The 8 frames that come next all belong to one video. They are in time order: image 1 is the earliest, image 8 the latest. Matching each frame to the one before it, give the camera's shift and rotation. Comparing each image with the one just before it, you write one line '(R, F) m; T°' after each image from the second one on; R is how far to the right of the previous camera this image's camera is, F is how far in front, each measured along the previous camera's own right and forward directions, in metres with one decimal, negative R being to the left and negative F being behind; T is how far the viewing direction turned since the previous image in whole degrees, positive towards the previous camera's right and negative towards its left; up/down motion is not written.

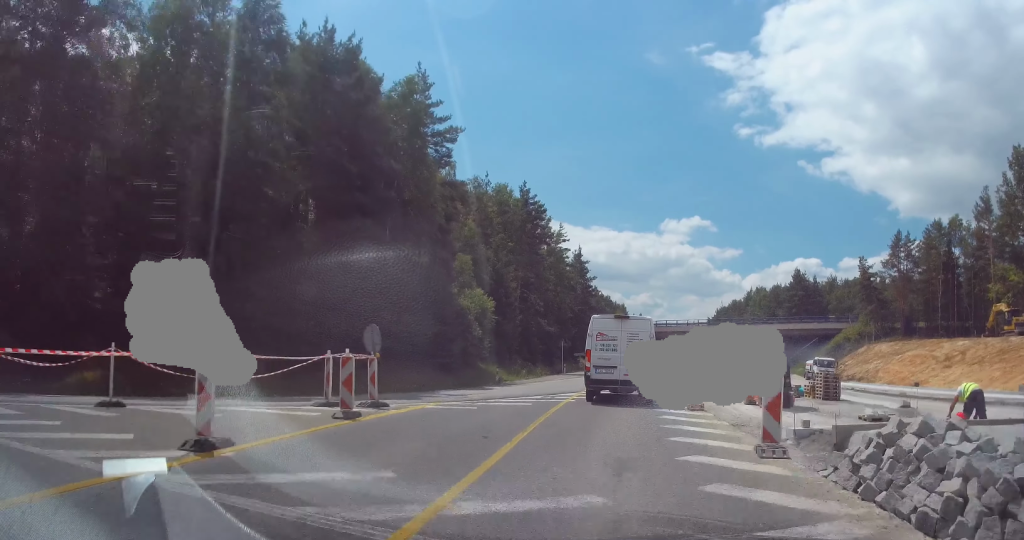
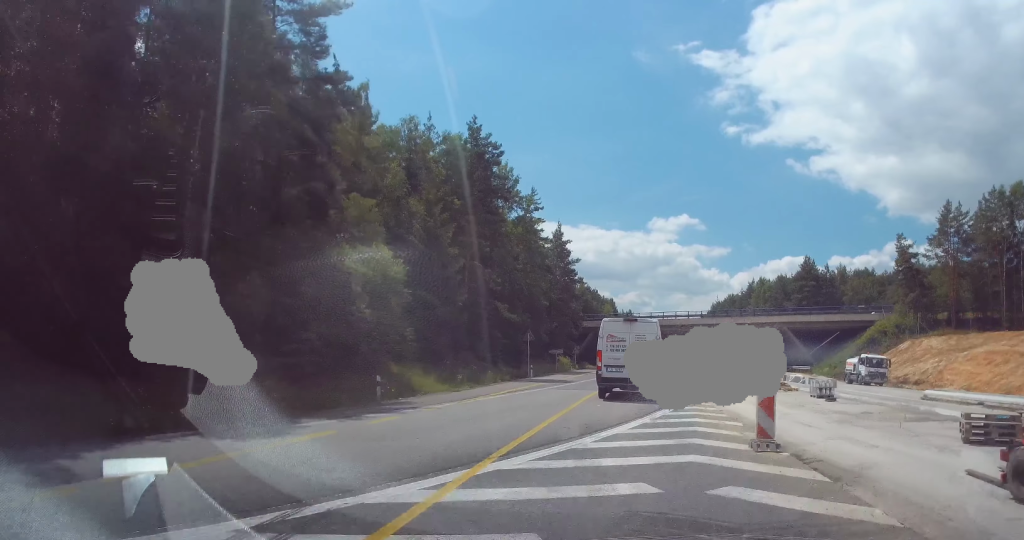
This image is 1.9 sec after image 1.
(+0.3, +17.6) m; +2°
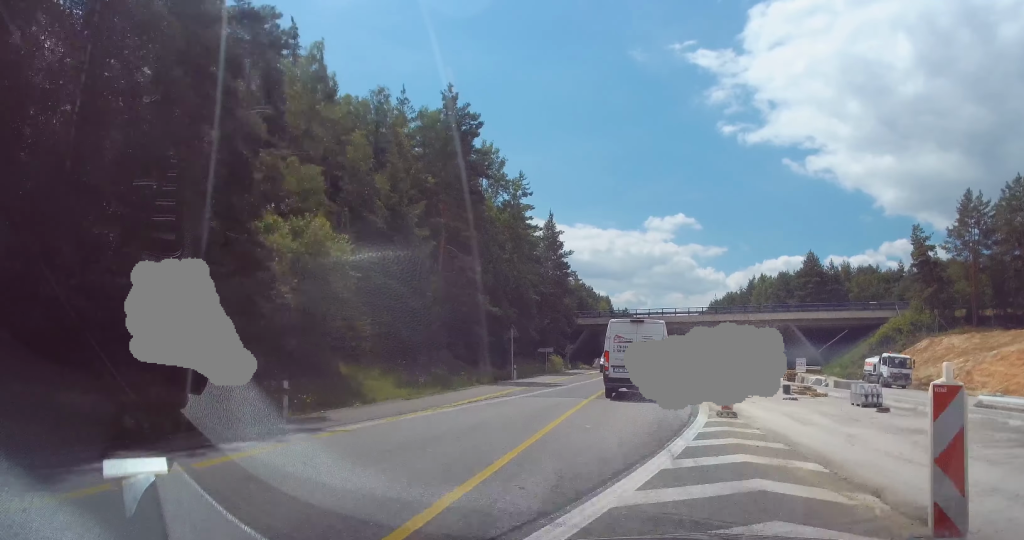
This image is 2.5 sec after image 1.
(-0.2, +5.7) m; +1°
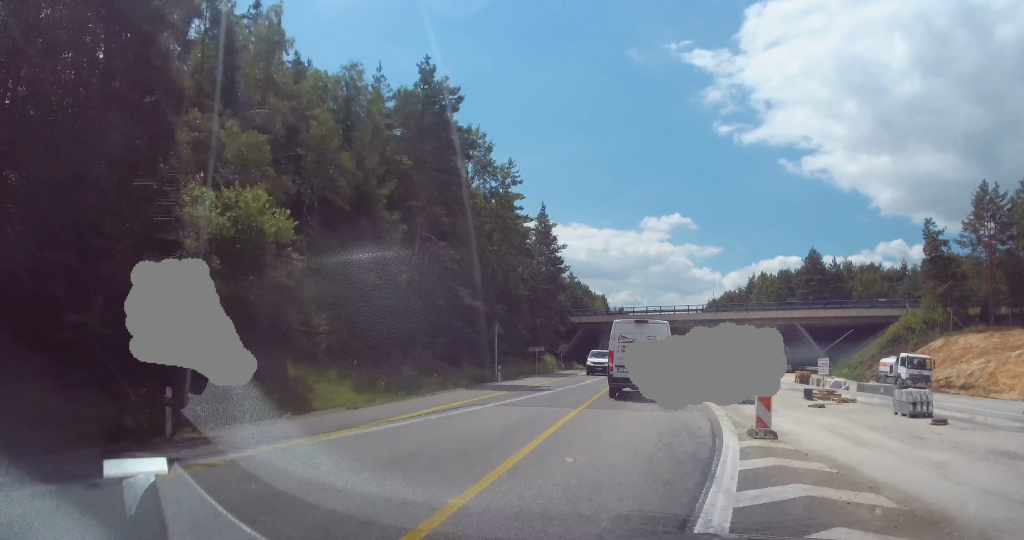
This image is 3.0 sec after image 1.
(+0.3, +4.2) m; +1°
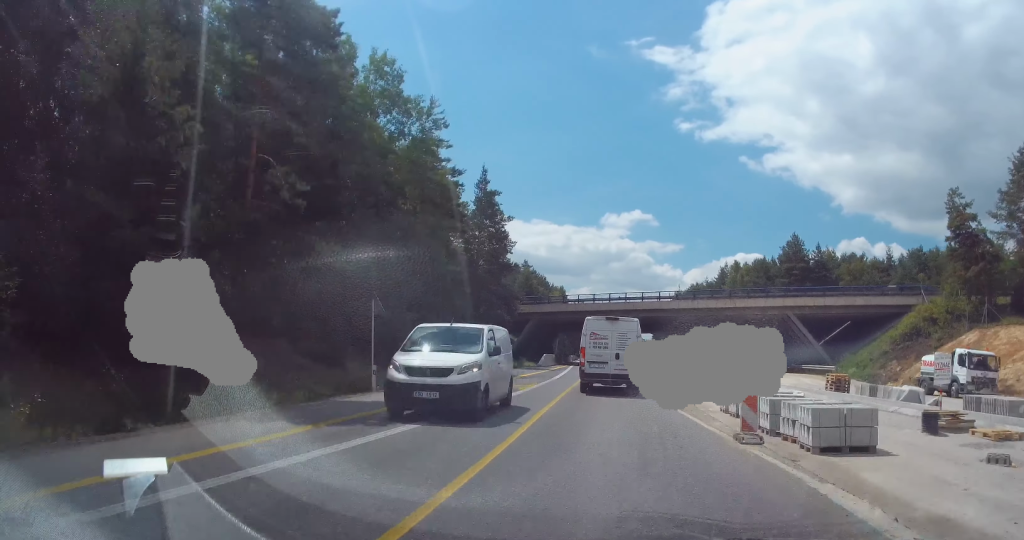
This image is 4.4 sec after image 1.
(+0.2, +13.4) m; -1°
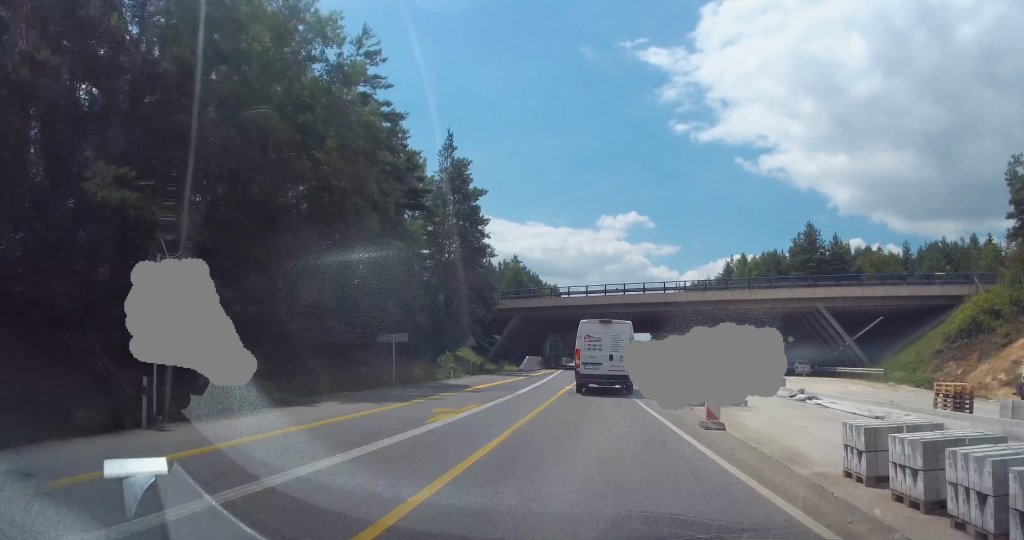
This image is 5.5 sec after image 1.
(-0.1, +11.1) m; +2°
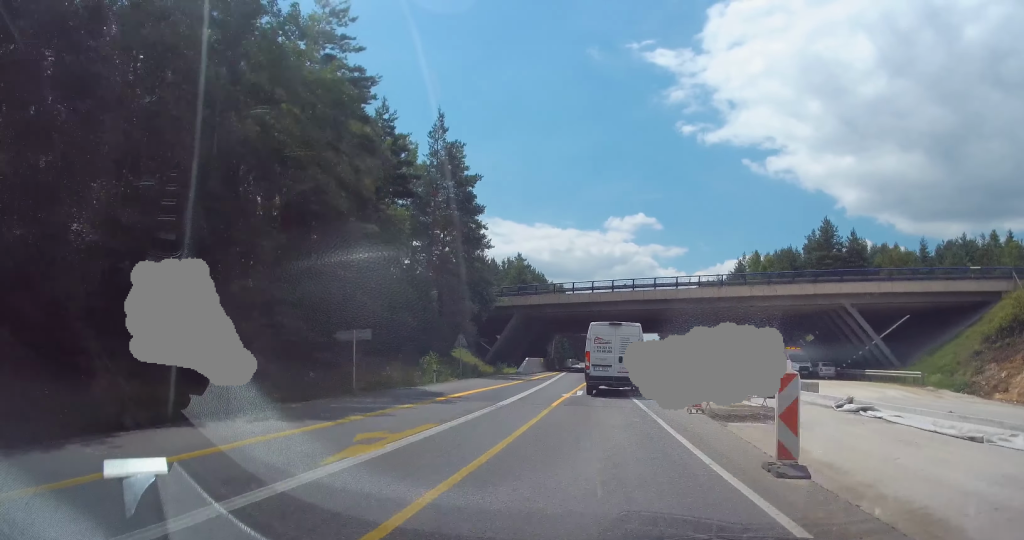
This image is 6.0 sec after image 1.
(+0.2, +5.0) m; 0°
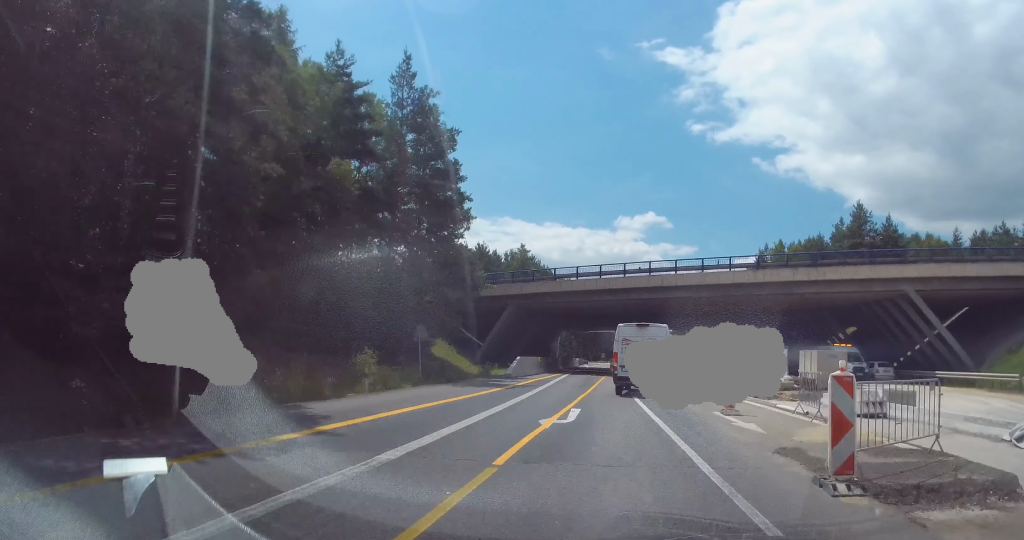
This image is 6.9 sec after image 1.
(0.0, +8.2) m; 0°
